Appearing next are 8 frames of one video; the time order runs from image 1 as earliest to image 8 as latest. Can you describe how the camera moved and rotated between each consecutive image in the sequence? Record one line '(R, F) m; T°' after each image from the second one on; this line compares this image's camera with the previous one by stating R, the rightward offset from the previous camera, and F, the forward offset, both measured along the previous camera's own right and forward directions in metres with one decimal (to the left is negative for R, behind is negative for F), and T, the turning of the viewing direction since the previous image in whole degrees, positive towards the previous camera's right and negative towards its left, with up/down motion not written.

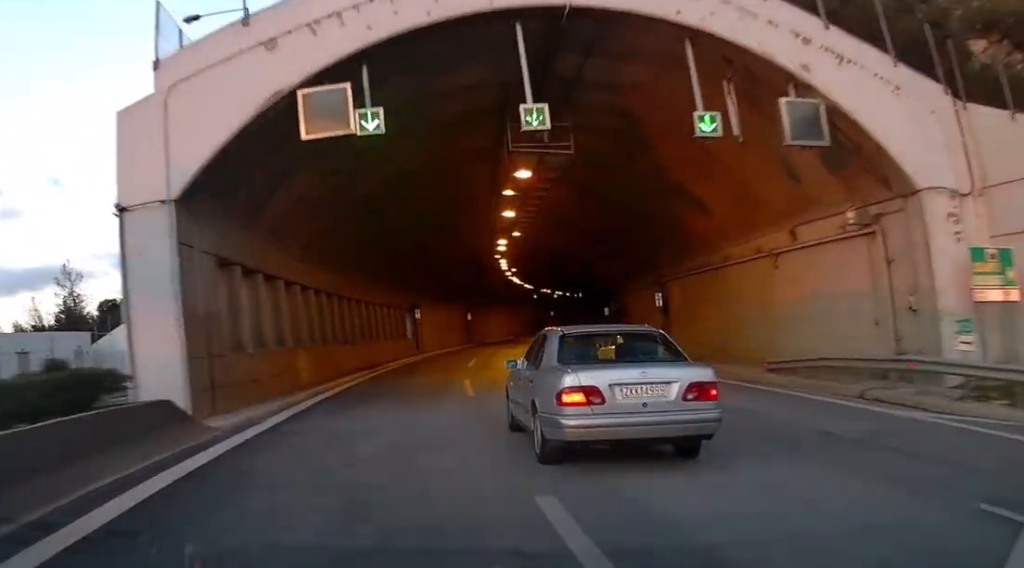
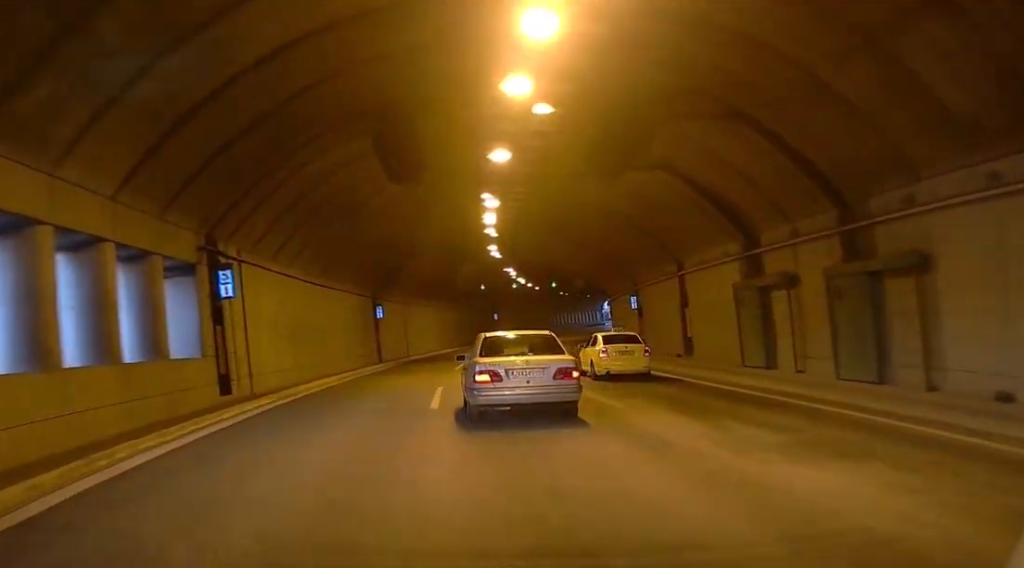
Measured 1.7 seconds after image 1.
(+1.8, +39.6) m; +3°
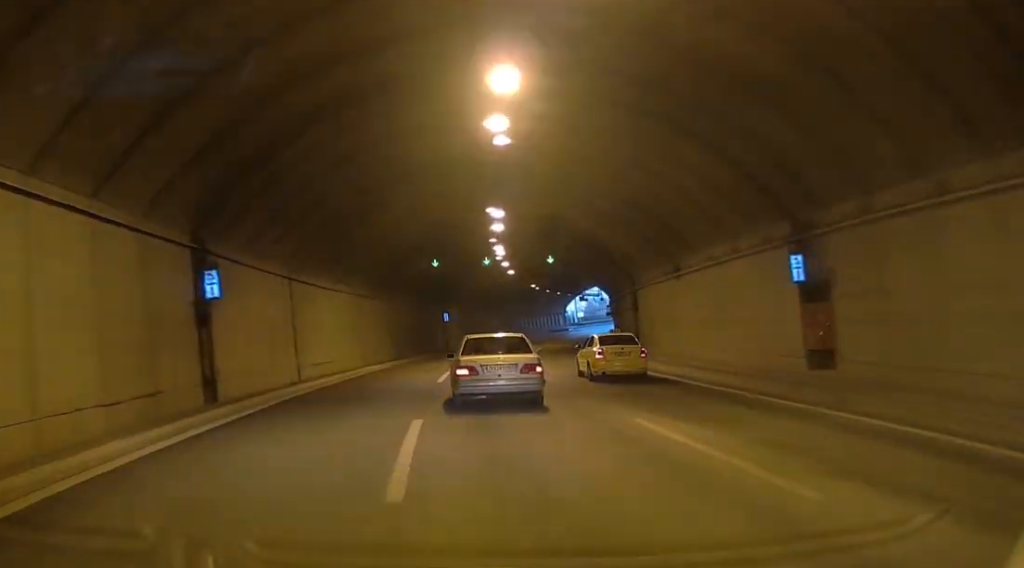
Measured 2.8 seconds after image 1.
(0.0, +27.8) m; +1°
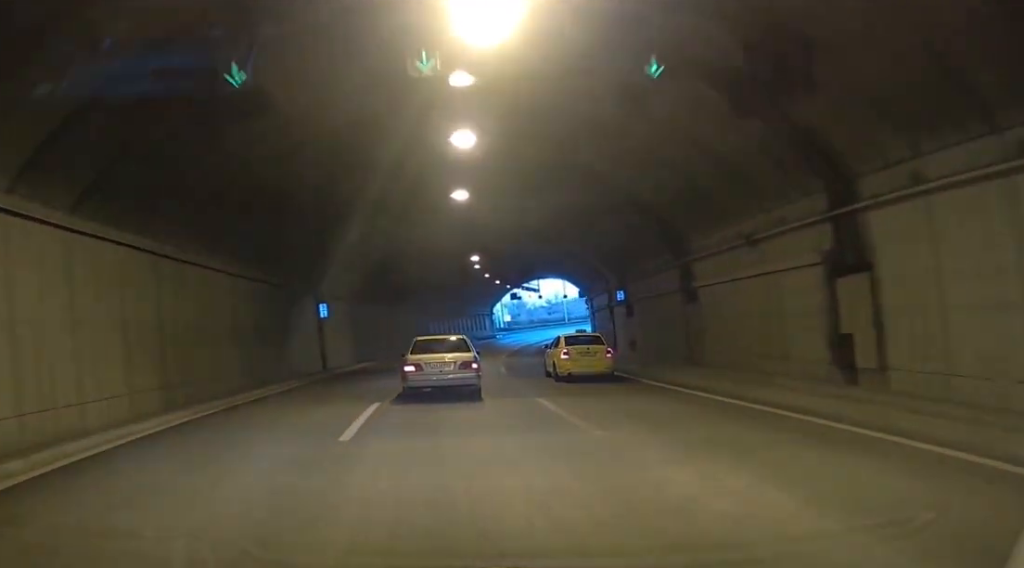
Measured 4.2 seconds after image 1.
(+0.4, +33.3) m; 0°
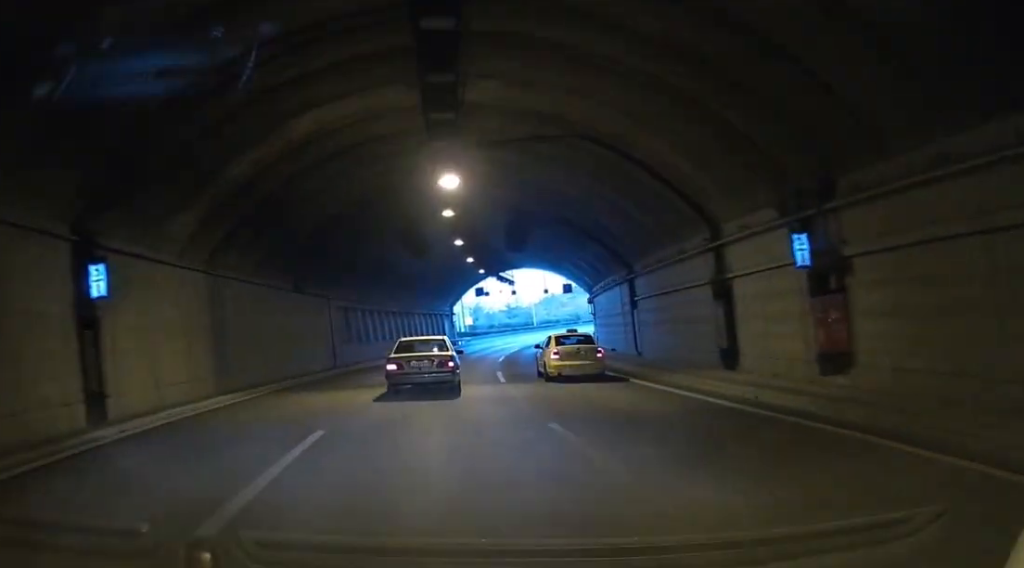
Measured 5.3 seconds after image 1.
(0.0, +24.7) m; 0°
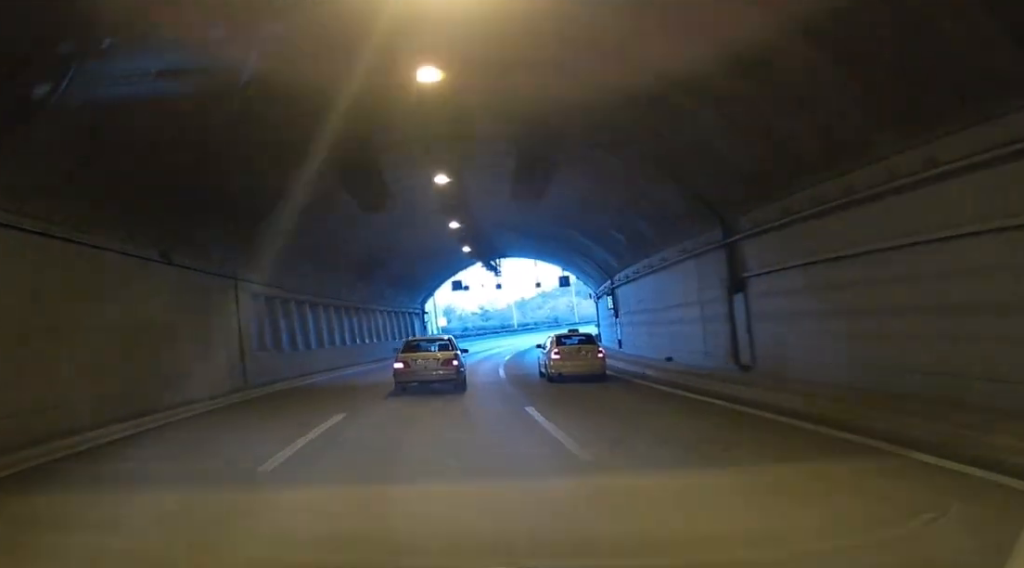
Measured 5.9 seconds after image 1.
(0.0, +16.1) m; 0°
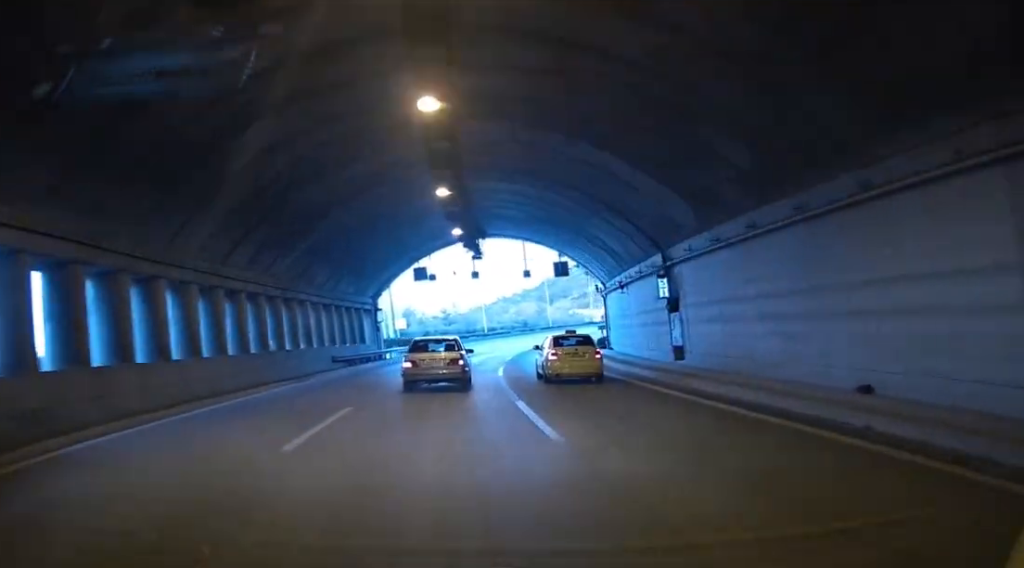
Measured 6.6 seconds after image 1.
(+0.1, +17.2) m; +1°
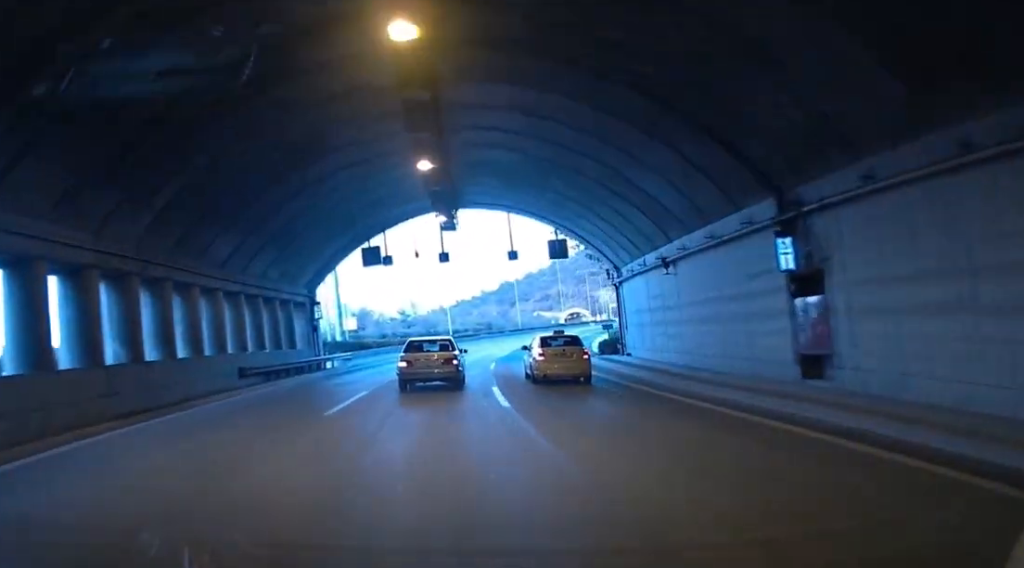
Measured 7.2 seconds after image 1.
(+0.1, +14.2) m; +1°
